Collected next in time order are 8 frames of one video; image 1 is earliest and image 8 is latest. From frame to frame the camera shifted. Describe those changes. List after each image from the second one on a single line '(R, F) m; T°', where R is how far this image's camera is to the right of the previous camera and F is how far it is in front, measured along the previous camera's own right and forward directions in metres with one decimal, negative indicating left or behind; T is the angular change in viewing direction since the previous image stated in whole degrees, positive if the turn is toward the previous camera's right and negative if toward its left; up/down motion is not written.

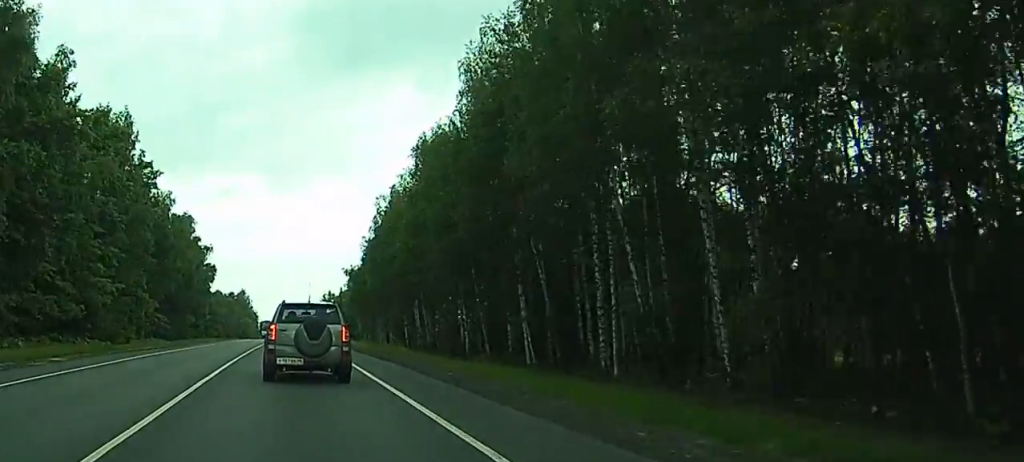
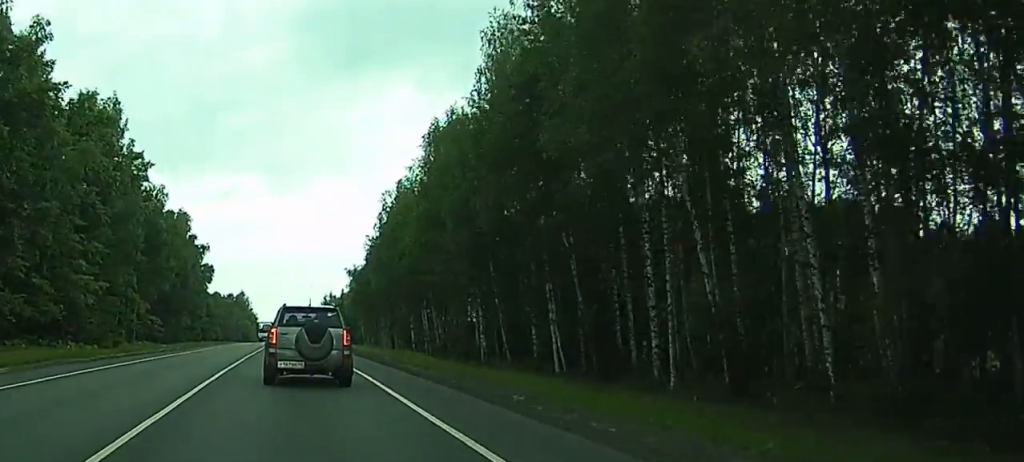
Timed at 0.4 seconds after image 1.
(-0.1, +7.0) m; 0°
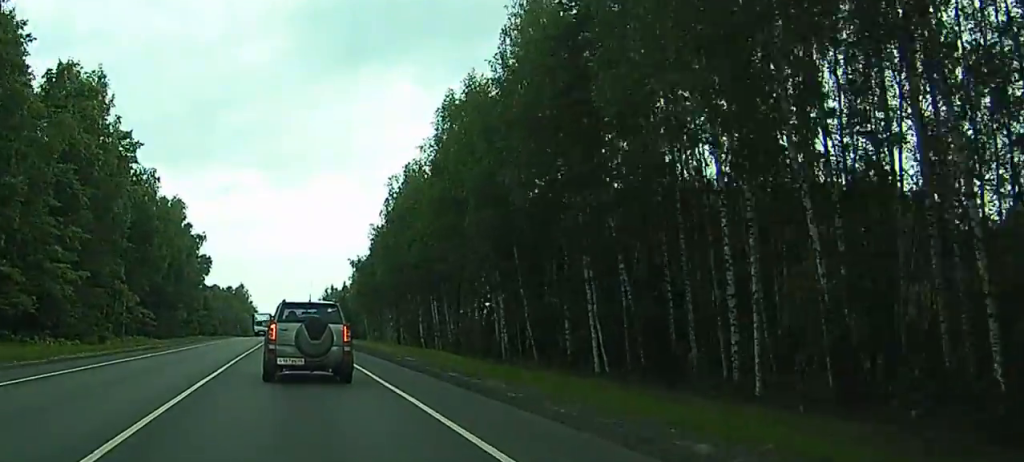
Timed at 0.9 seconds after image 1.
(0.0, +7.5) m; 0°
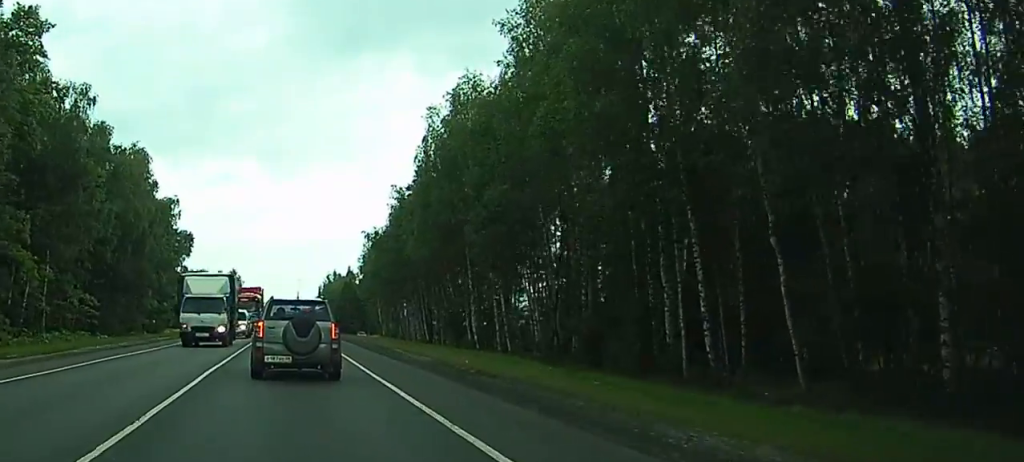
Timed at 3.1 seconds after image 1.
(-0.1, +34.8) m; -1°
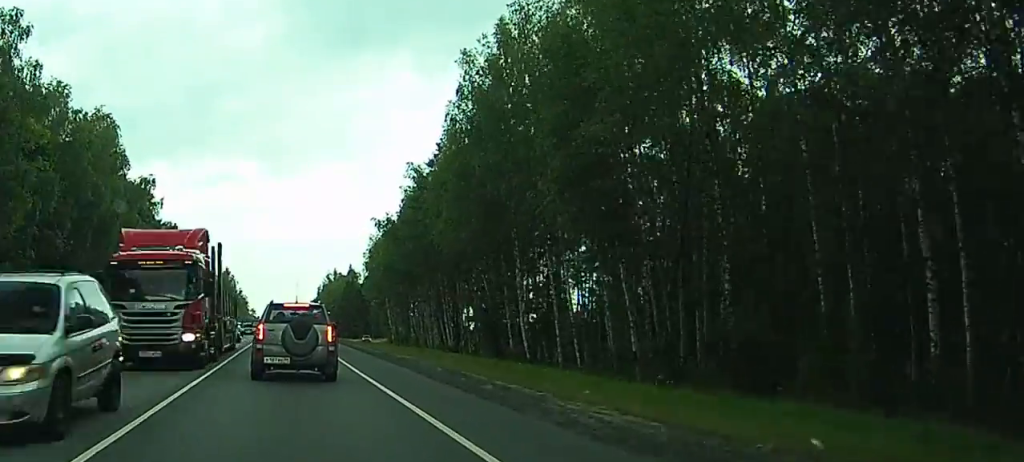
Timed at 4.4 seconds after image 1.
(0.0, +18.7) m; 0°
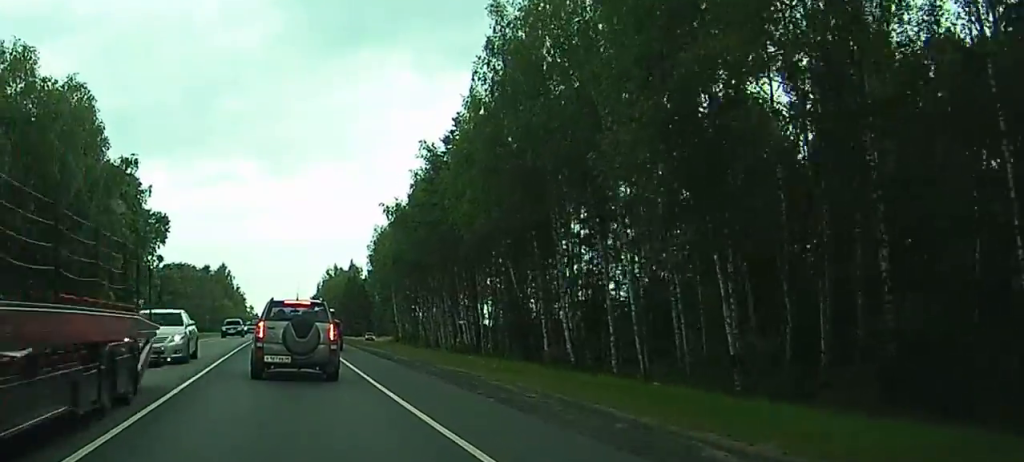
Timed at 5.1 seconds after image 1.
(0.0, +10.4) m; 0°
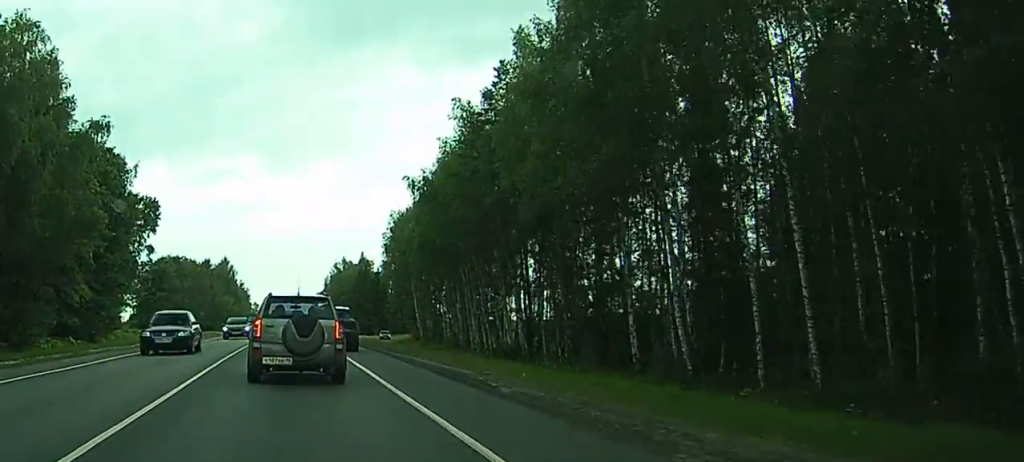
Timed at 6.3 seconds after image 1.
(-0.1, +15.4) m; 0°
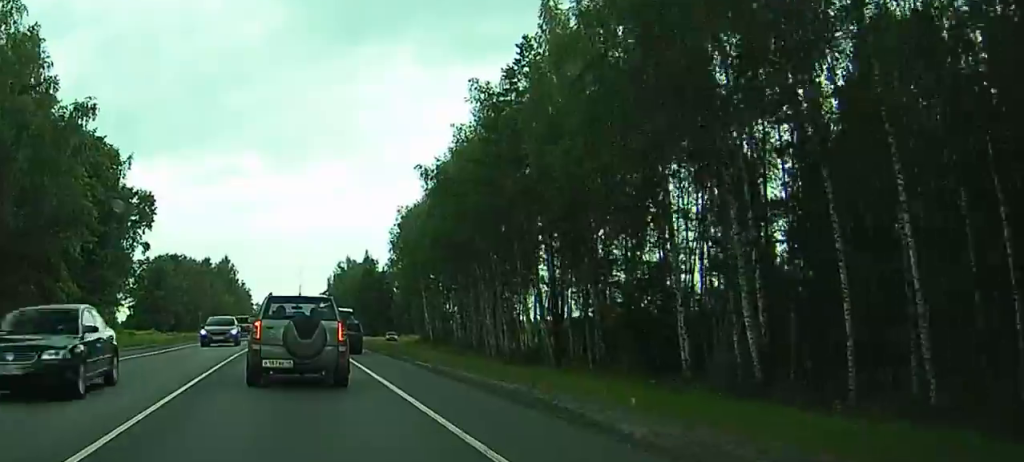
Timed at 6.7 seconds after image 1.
(0.0, +6.1) m; 0°
